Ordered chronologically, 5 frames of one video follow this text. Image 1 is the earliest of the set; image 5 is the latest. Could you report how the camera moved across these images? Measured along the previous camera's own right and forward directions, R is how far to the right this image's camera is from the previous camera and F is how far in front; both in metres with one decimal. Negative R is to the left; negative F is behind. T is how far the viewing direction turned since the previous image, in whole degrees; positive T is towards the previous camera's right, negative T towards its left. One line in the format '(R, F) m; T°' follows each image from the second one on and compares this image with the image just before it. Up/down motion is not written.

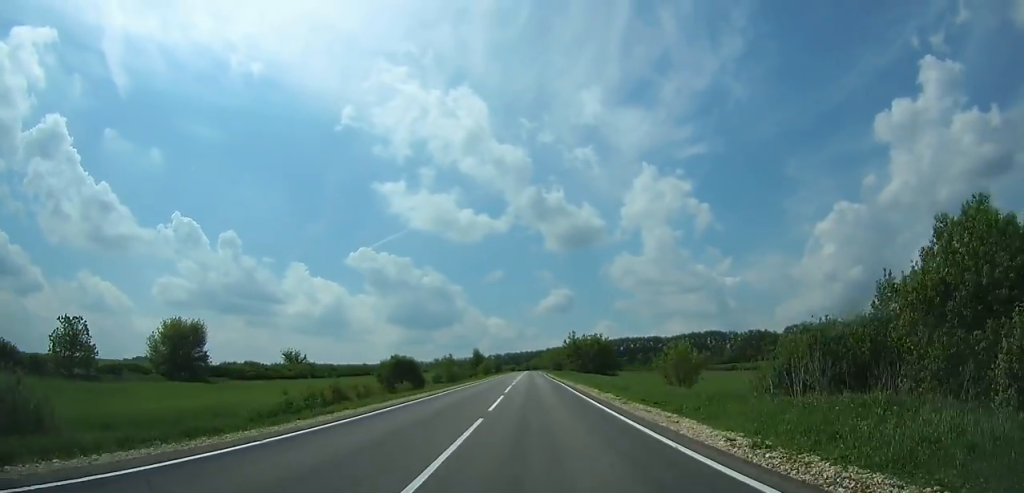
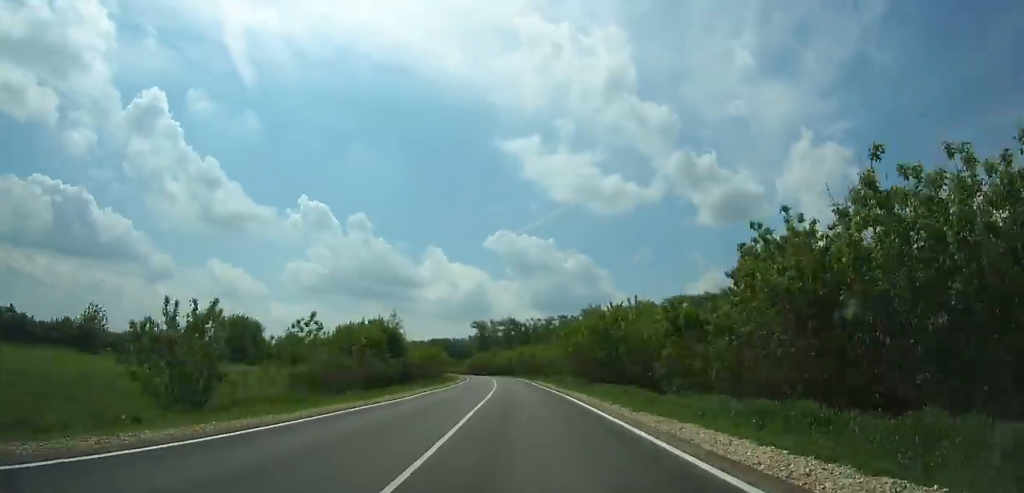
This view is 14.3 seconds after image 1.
(-28.9, +417.4) m; -15°
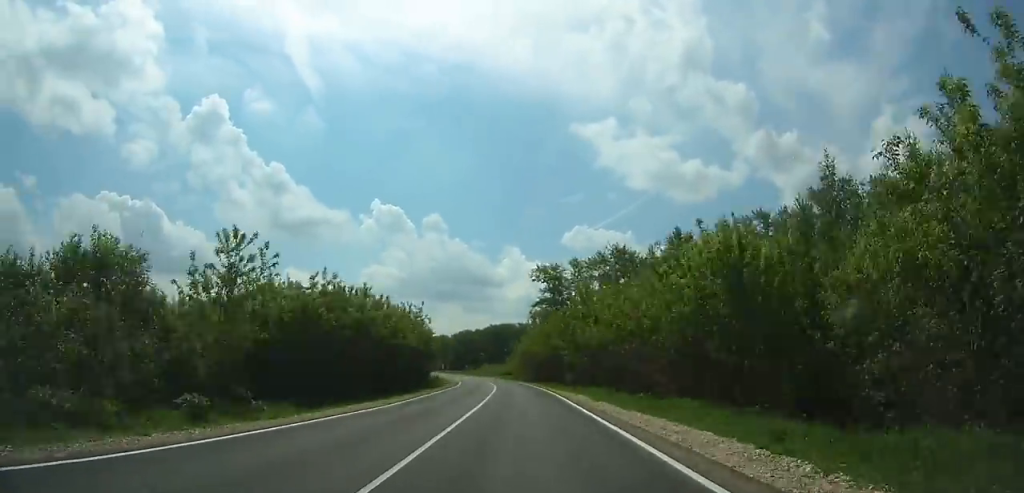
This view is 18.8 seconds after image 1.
(-8.4, +125.3) m; -9°
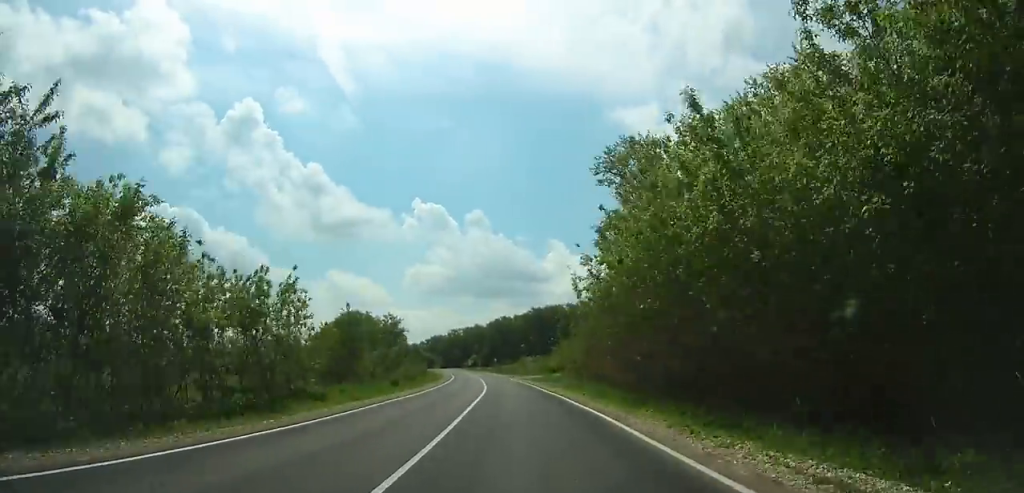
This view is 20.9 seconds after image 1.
(-3.1, +59.0) m; -4°
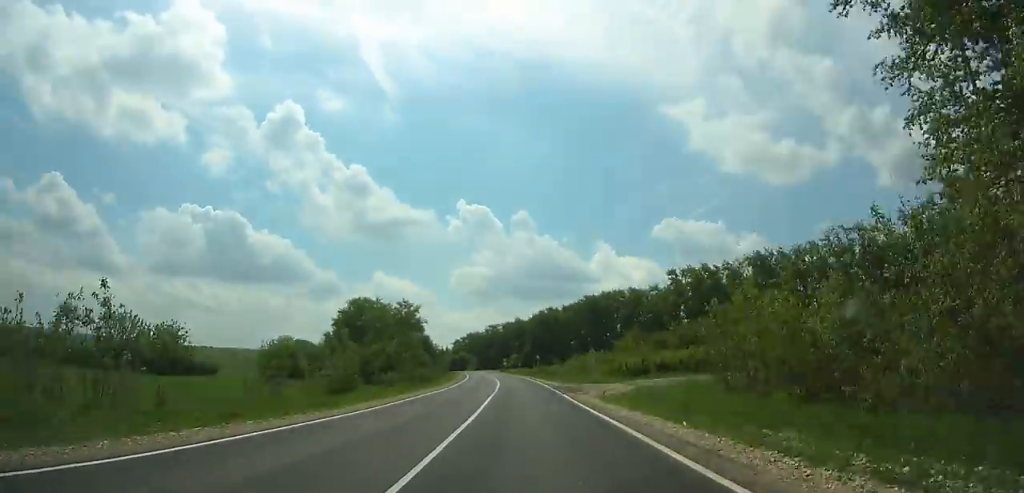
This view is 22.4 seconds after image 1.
(-0.8, +42.0) m; -3°
